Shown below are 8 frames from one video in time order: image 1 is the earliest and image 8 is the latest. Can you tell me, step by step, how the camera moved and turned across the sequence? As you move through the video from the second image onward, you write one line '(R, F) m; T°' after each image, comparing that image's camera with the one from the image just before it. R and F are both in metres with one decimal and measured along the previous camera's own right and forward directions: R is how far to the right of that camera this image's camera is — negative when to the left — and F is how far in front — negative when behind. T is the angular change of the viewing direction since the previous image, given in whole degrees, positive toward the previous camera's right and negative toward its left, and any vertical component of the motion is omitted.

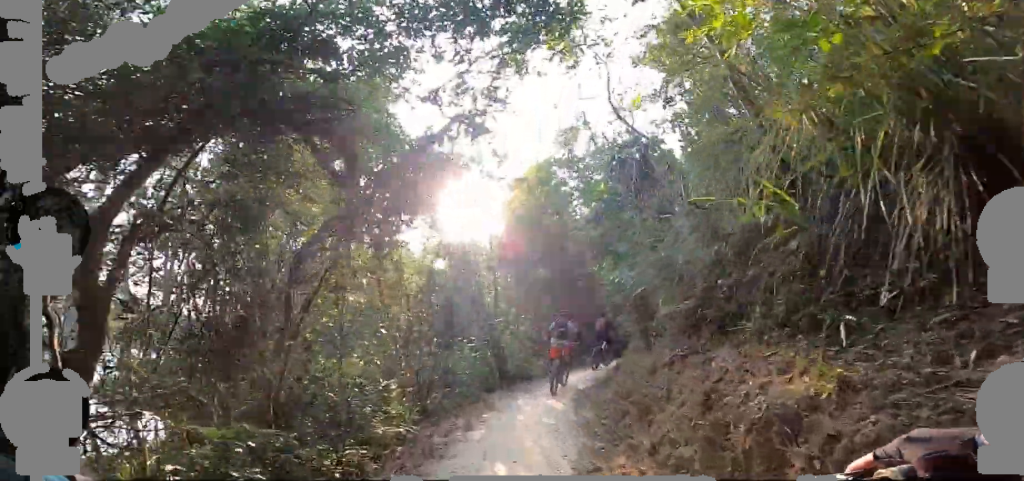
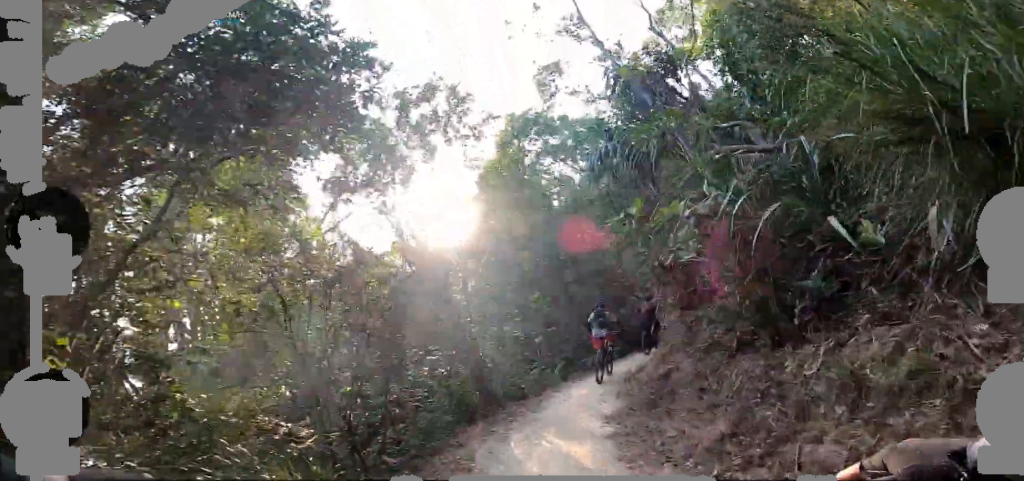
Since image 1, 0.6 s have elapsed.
(-0.6, +4.6) m; +2°
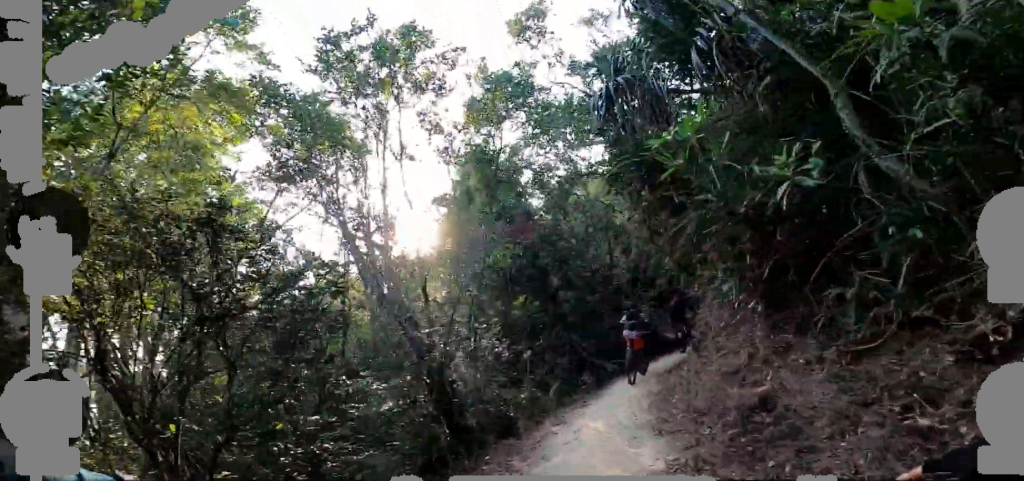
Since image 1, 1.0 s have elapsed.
(-0.1, +3.3) m; +2°
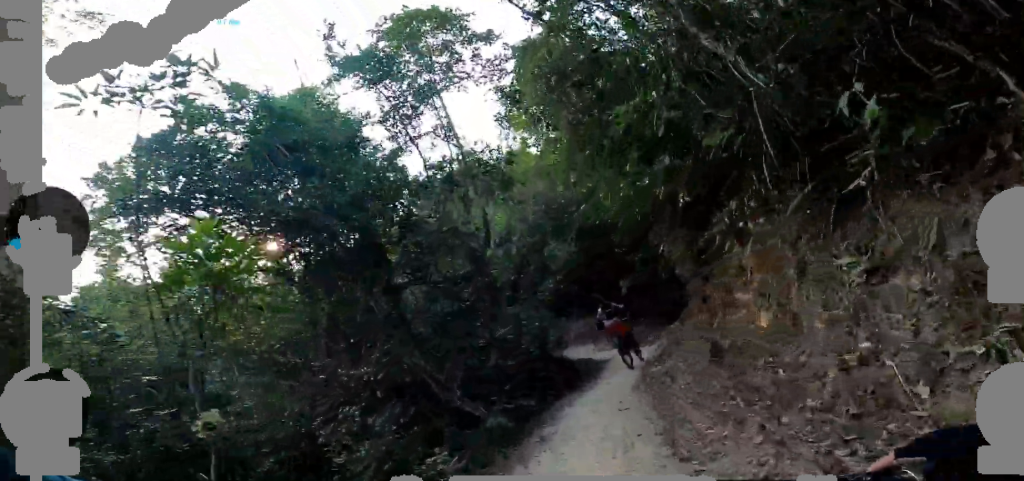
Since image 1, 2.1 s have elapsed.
(+1.3, +9.1) m; +8°
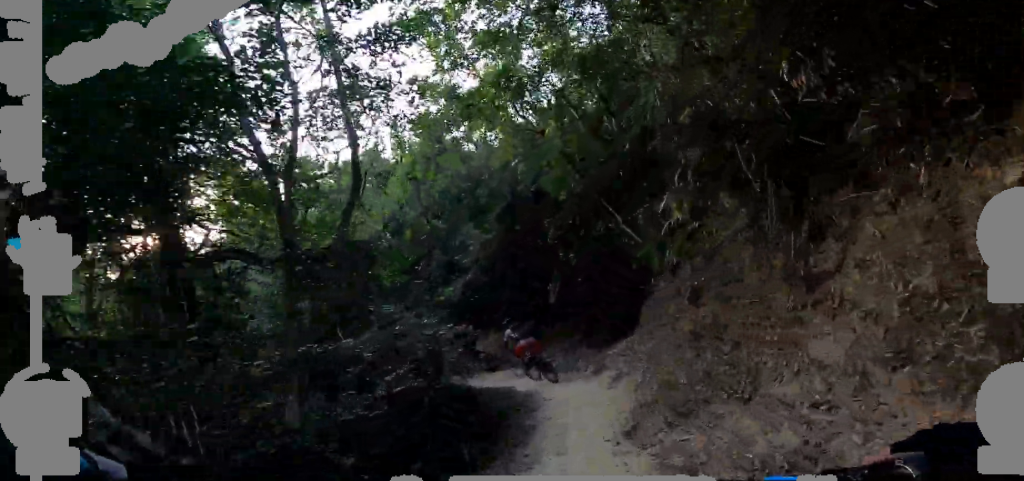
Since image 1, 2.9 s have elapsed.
(0.0, +6.3) m; 0°
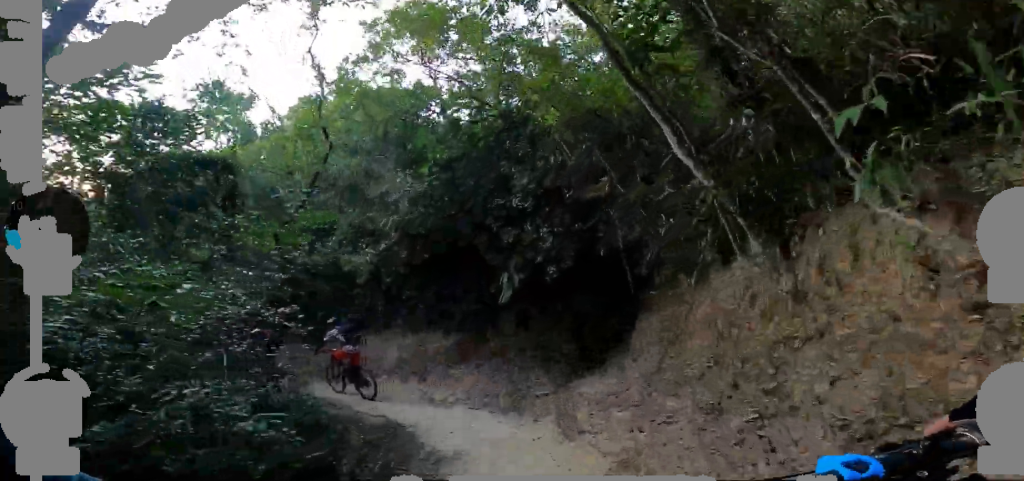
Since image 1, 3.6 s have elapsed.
(0.0, +6.1) m; 0°
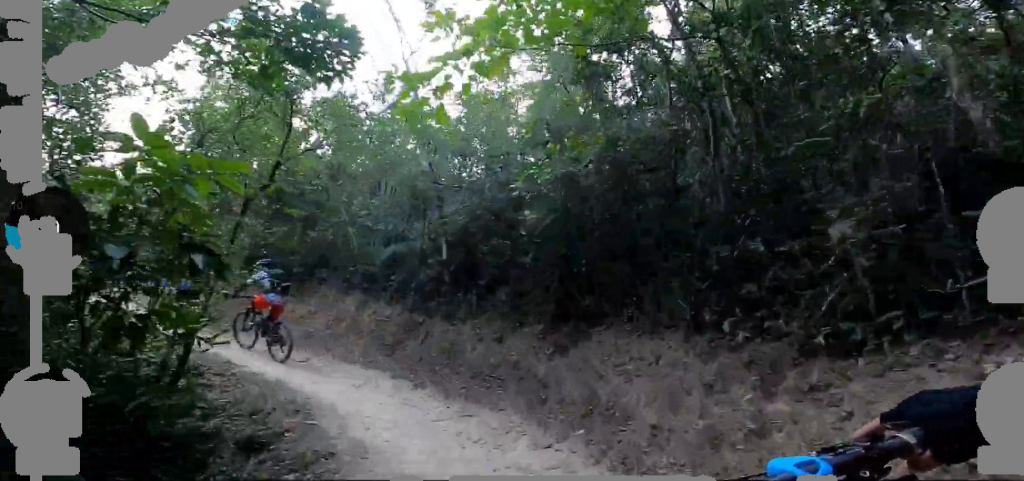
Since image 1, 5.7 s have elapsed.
(0.0, +15.0) m; 0°
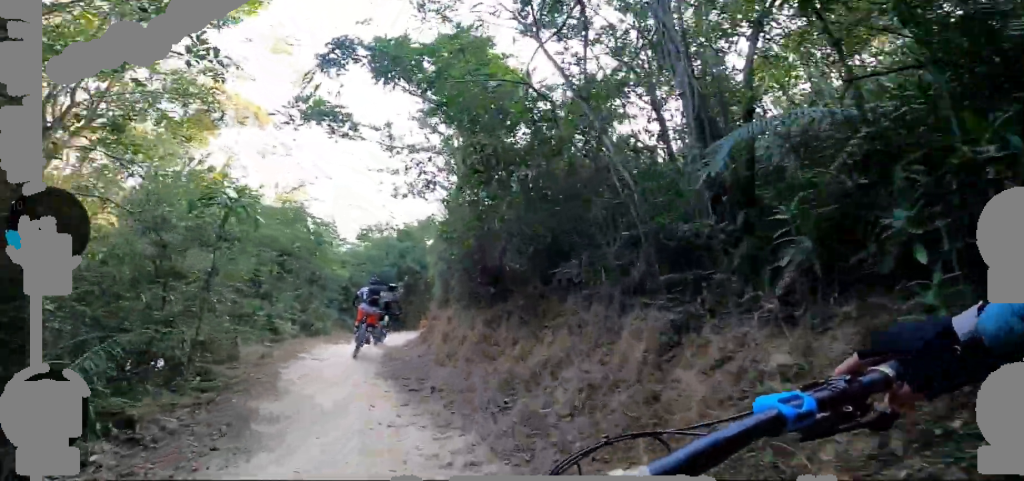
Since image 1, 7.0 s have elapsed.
(-0.4, +7.8) m; -21°
